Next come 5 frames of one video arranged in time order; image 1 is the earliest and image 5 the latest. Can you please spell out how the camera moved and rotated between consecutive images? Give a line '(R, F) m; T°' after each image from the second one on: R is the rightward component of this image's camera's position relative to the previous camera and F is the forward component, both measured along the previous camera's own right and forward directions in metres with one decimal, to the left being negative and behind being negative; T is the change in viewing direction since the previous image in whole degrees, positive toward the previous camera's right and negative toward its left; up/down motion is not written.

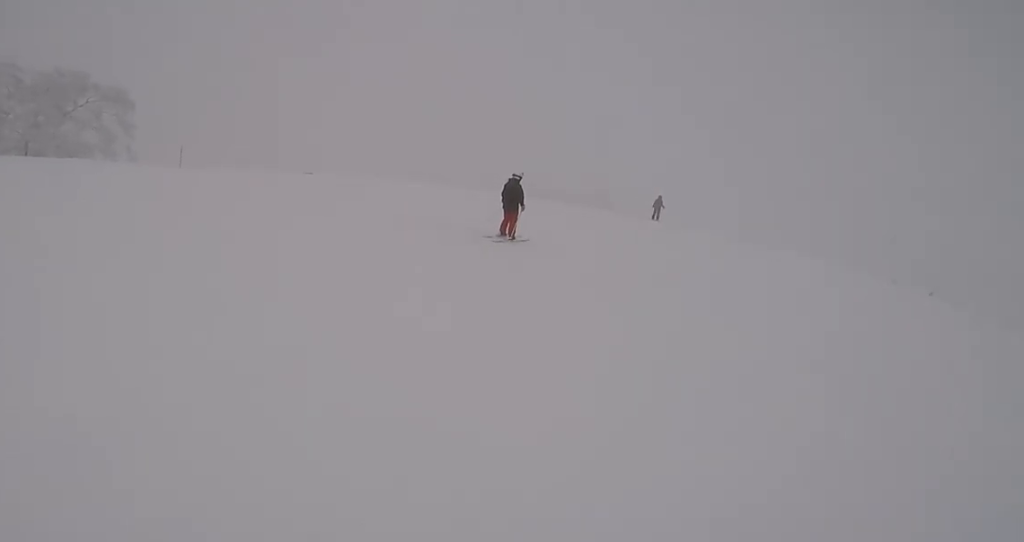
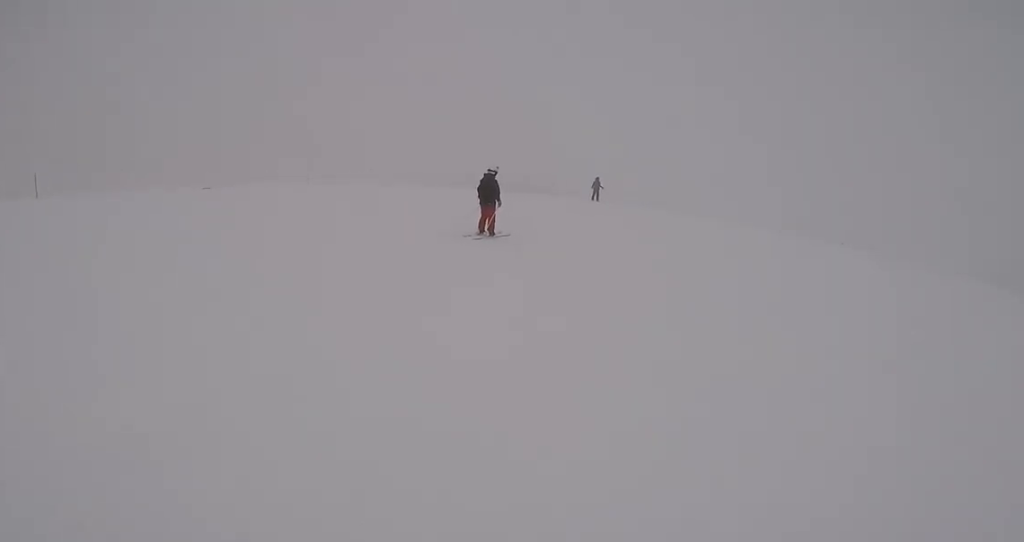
(+0.4, +2.8) m; +2°
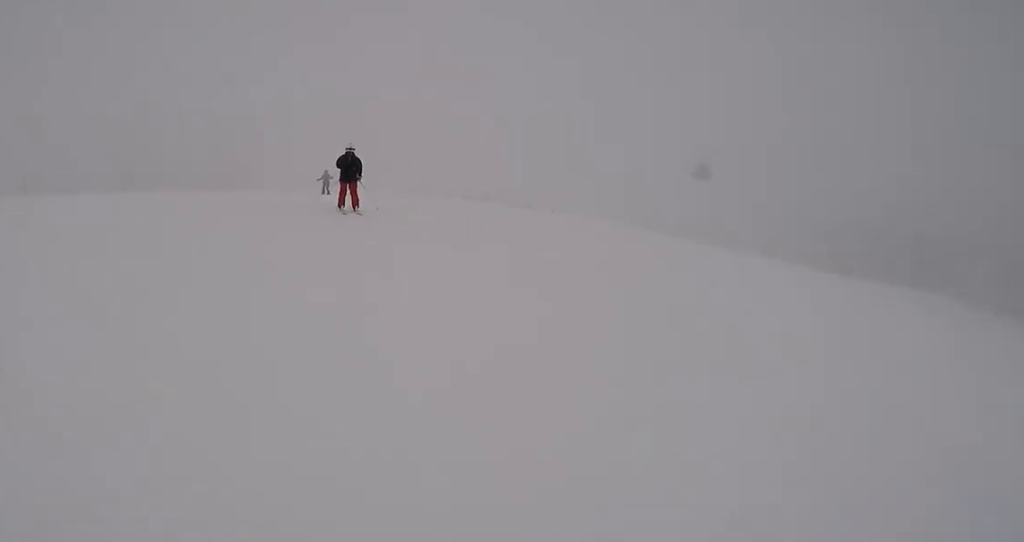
(+1.1, +17.3) m; +12°
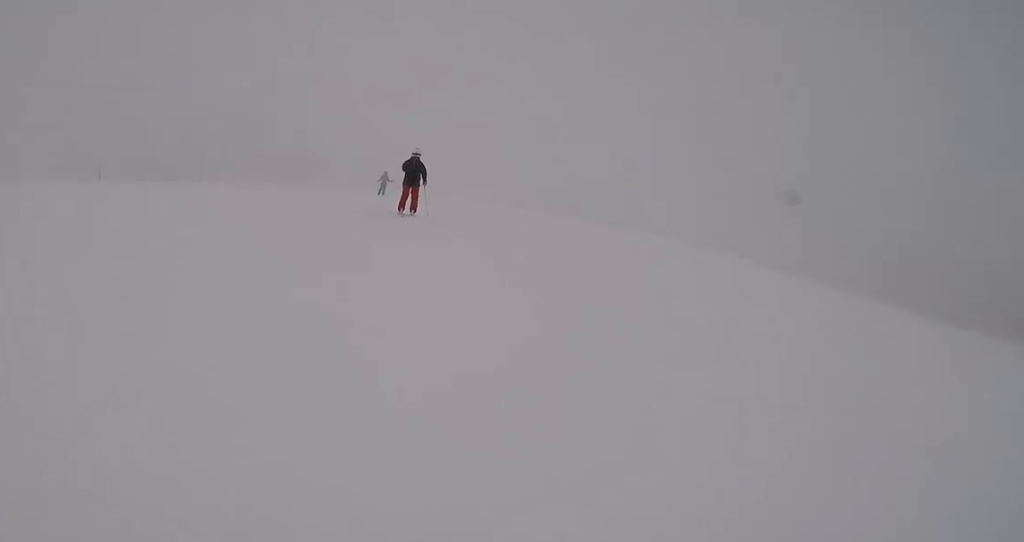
(+0.2, +2.3) m; 0°
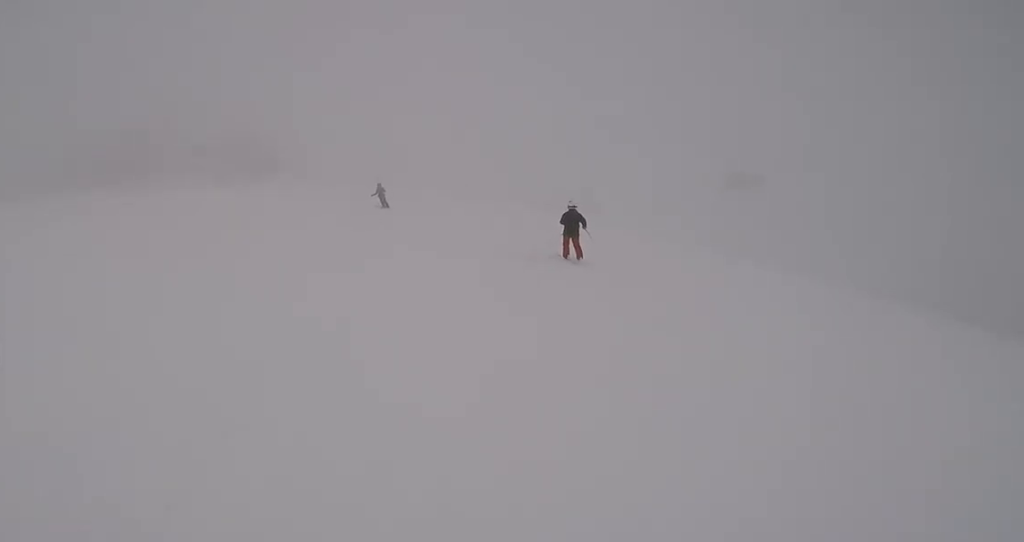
(-0.6, +13.3) m; -5°
